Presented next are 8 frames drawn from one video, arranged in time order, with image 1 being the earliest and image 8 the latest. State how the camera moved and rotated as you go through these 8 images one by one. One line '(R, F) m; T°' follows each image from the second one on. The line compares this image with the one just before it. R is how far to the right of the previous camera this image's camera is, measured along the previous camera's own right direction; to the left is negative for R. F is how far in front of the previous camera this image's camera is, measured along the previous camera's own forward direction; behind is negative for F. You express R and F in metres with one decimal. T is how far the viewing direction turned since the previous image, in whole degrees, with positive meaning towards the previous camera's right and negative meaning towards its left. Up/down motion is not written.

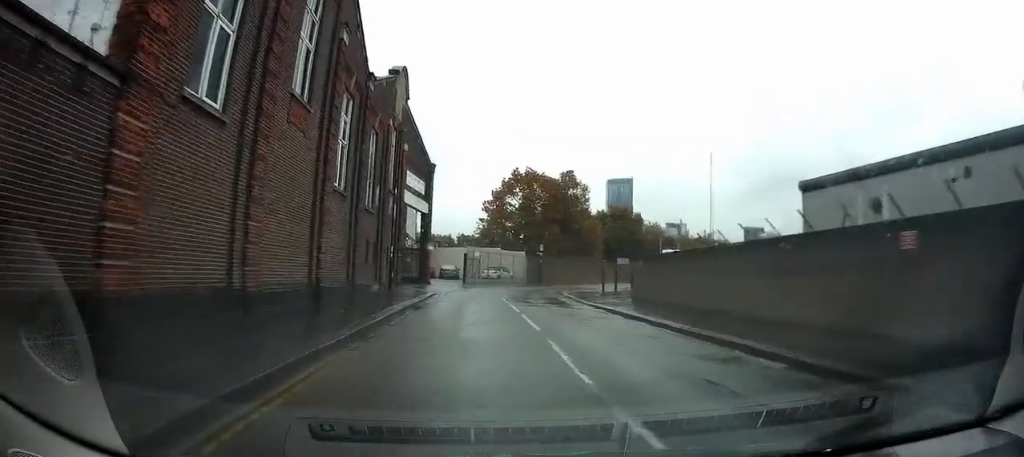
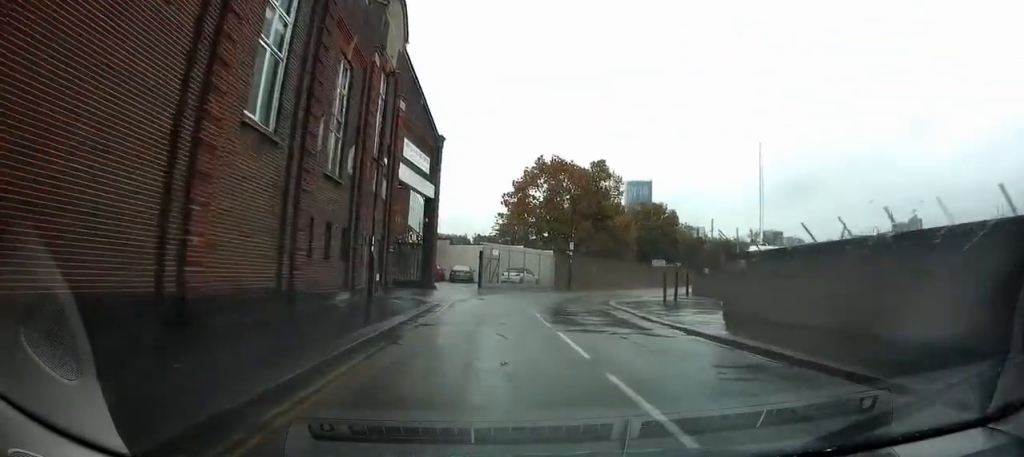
(-0.3, +8.2) m; -2°
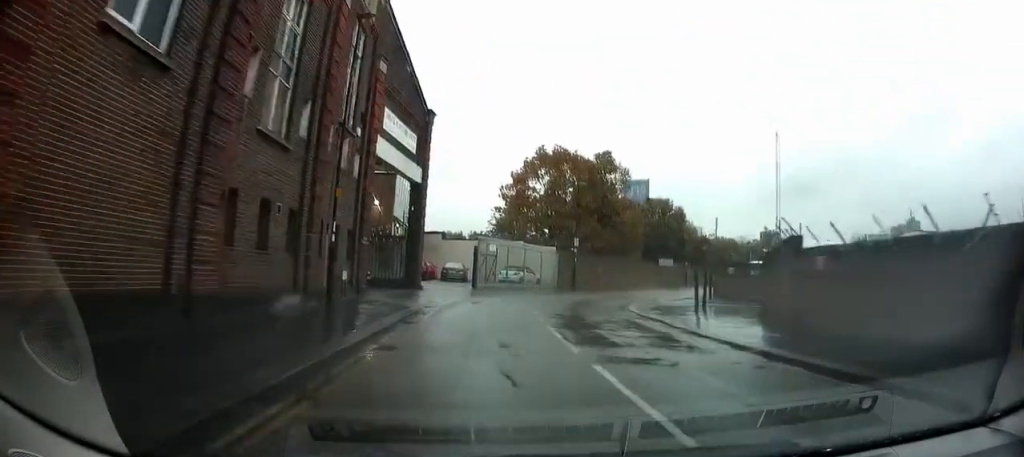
(0.0, +4.3) m; -1°
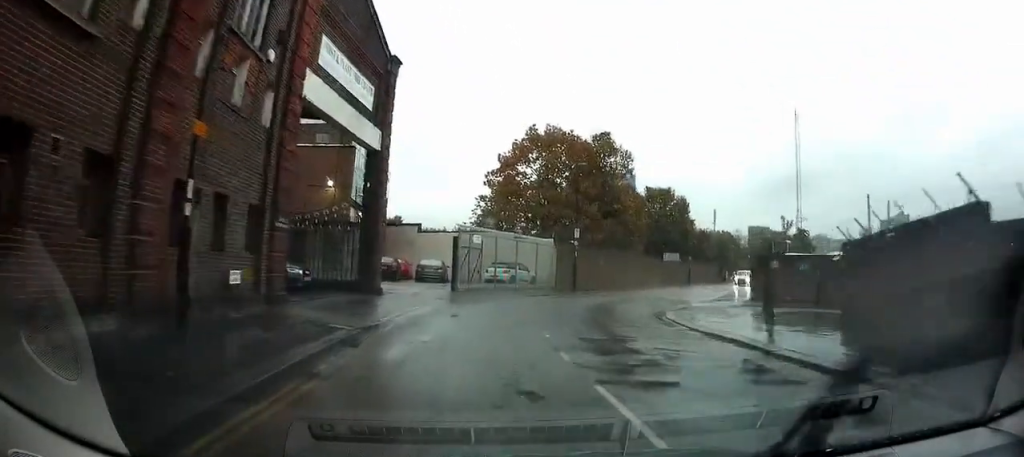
(-0.1, +6.7) m; +2°
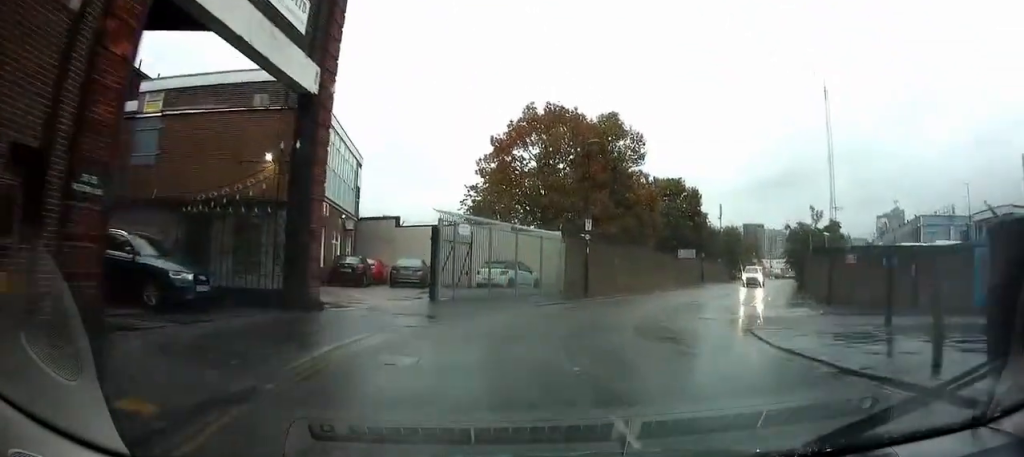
(+0.4, +6.6) m; +4°
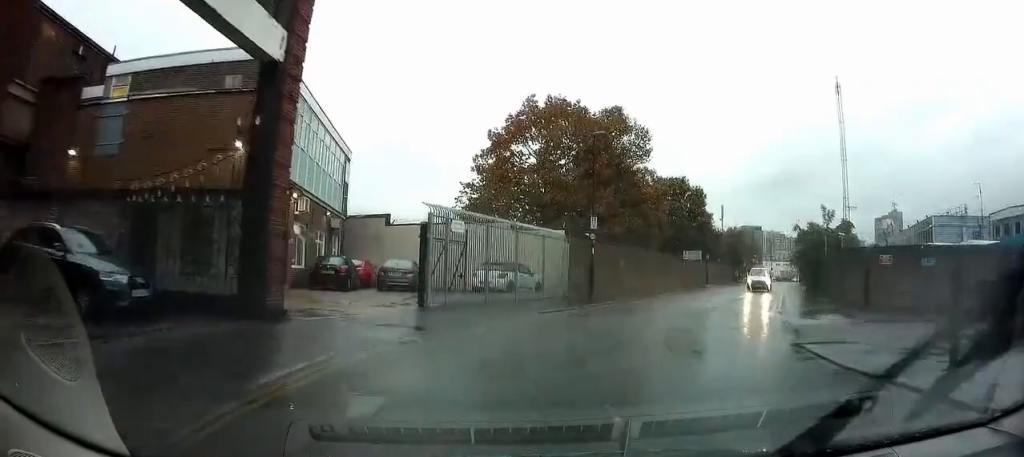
(+0.2, +2.4) m; +1°
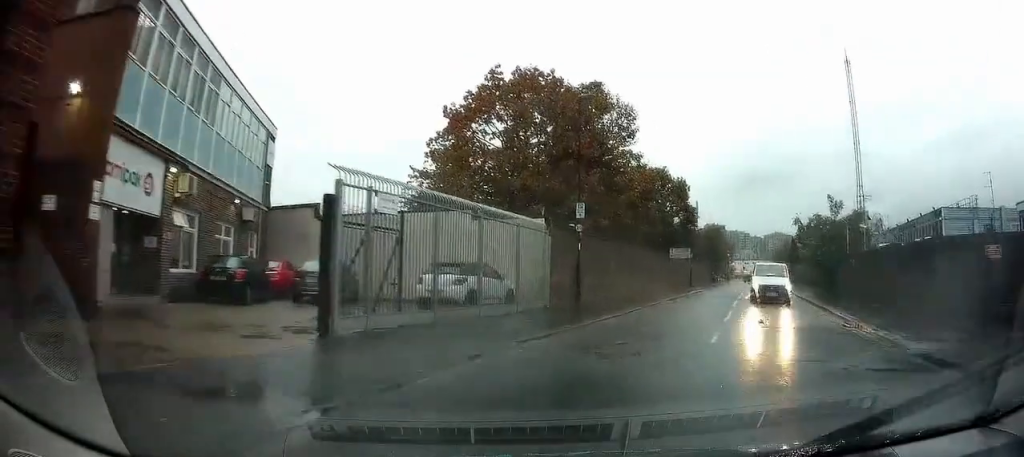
(-0.3, +6.8) m; +2°
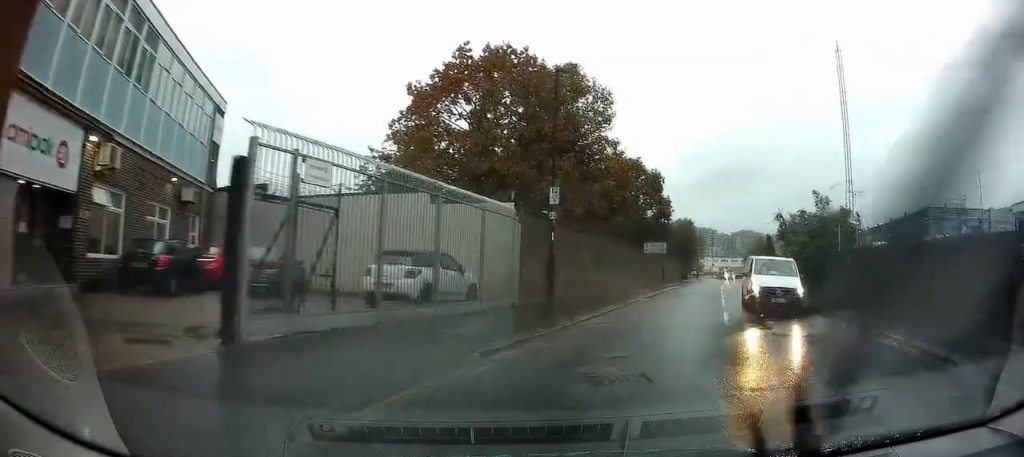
(+0.1, +2.6) m; +4°
